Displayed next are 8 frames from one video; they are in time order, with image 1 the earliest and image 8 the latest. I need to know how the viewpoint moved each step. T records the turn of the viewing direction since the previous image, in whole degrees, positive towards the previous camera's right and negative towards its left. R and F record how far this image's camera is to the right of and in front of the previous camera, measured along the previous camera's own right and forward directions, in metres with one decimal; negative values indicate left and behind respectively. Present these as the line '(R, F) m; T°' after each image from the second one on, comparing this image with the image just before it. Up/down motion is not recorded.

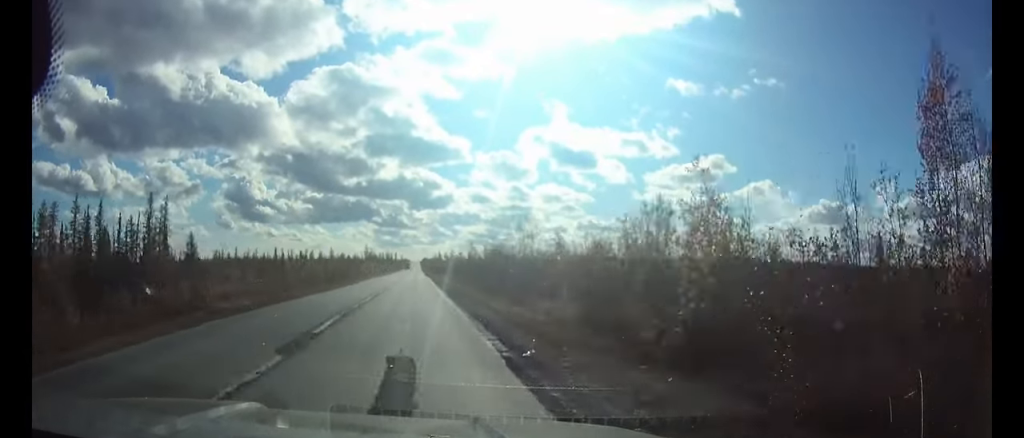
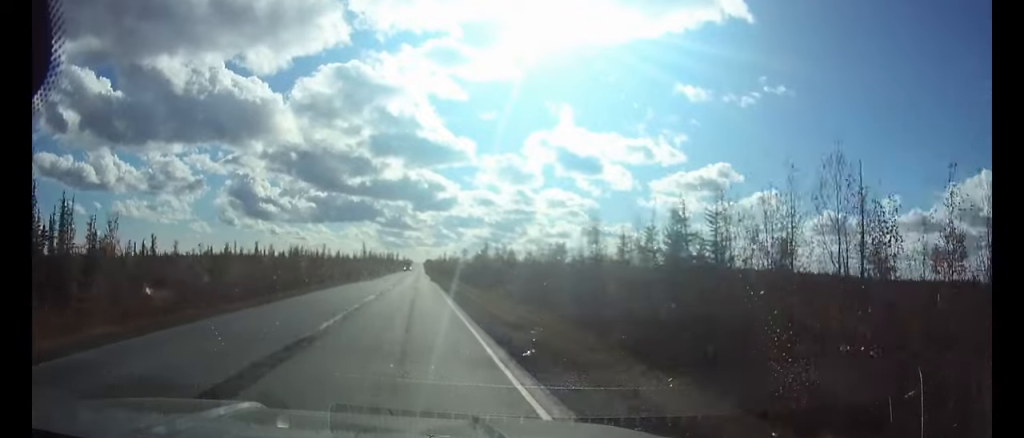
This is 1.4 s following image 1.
(0.0, +31.9) m; 0°
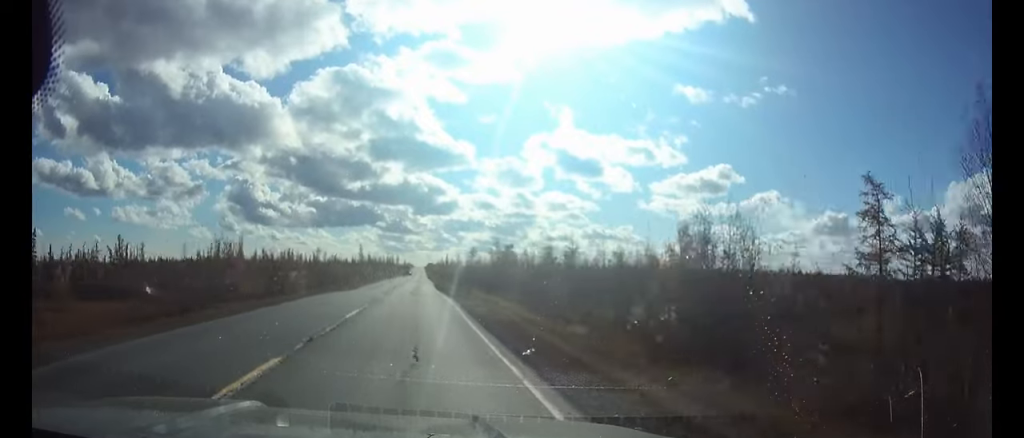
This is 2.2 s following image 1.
(0.0, +19.1) m; 0°
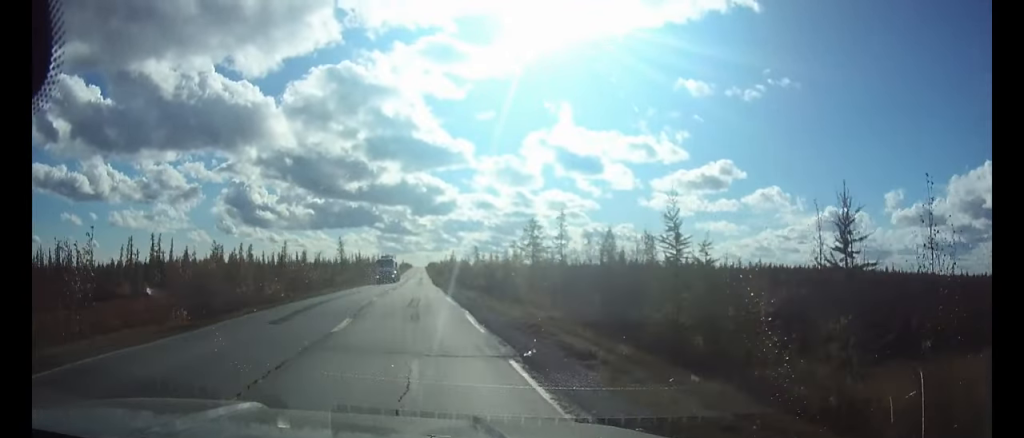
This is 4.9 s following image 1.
(0.0, +61.2) m; 0°
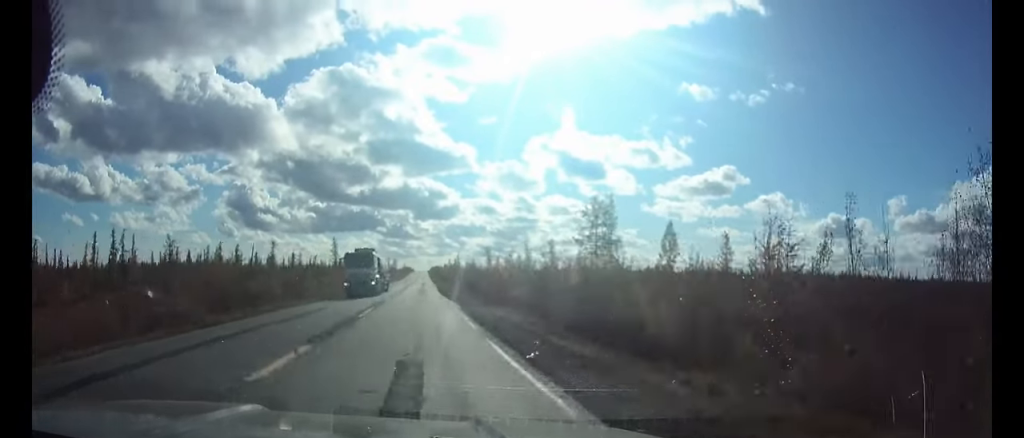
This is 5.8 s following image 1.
(-0.1, +19.6) m; 0°
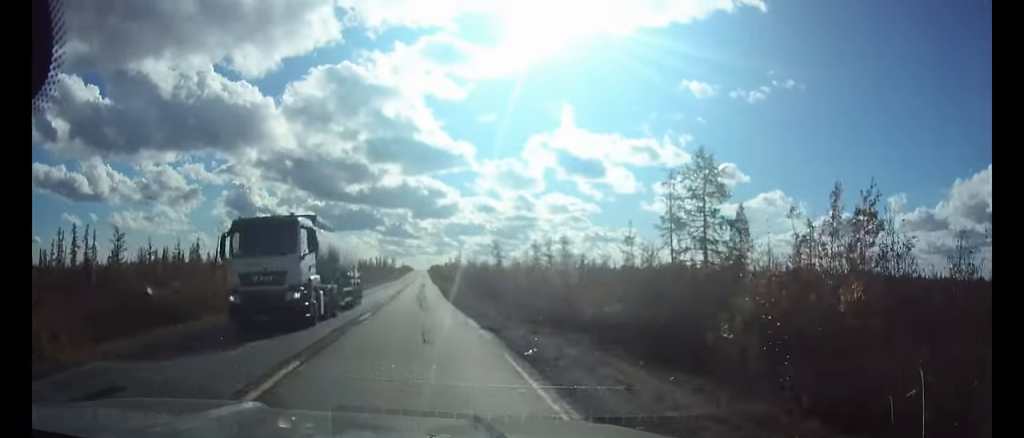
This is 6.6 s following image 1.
(0.0, +16.1) m; 0°
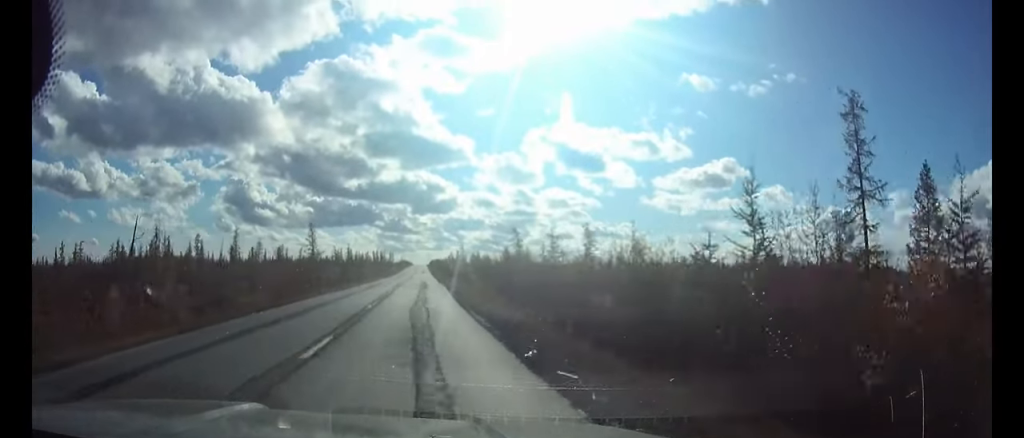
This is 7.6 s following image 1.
(0.0, +23.8) m; 0°
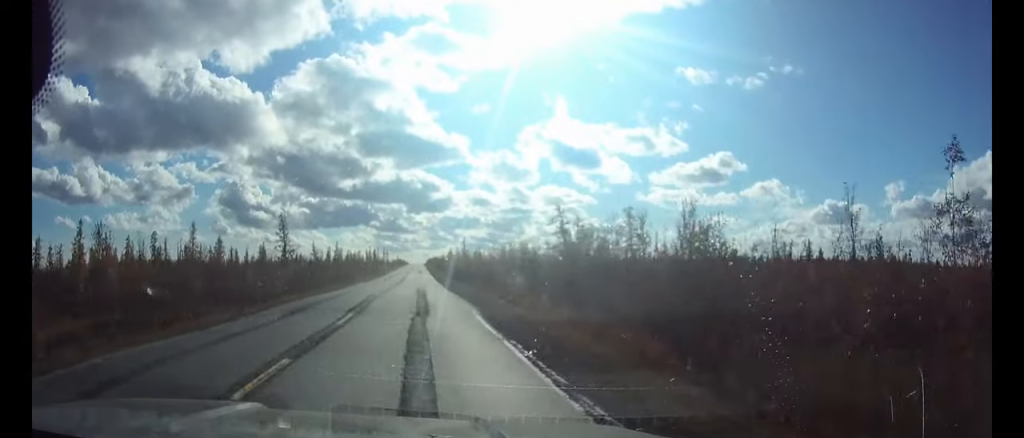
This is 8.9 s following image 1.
(+0.1, +28.9) m; 0°
